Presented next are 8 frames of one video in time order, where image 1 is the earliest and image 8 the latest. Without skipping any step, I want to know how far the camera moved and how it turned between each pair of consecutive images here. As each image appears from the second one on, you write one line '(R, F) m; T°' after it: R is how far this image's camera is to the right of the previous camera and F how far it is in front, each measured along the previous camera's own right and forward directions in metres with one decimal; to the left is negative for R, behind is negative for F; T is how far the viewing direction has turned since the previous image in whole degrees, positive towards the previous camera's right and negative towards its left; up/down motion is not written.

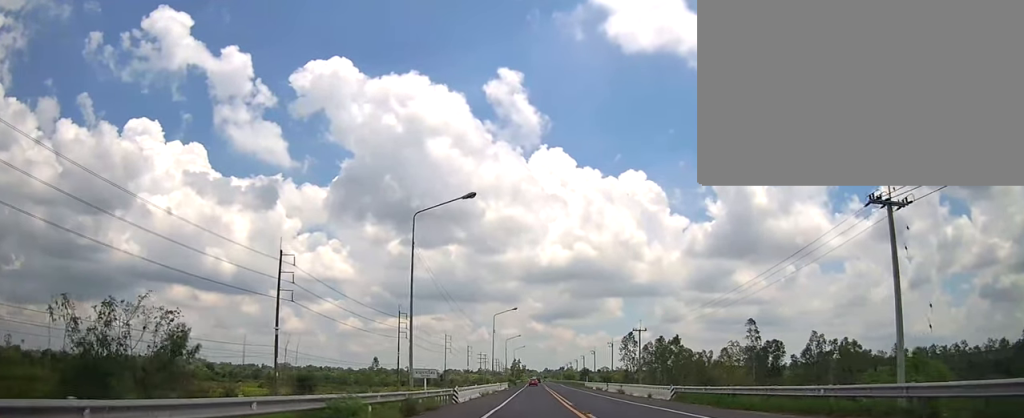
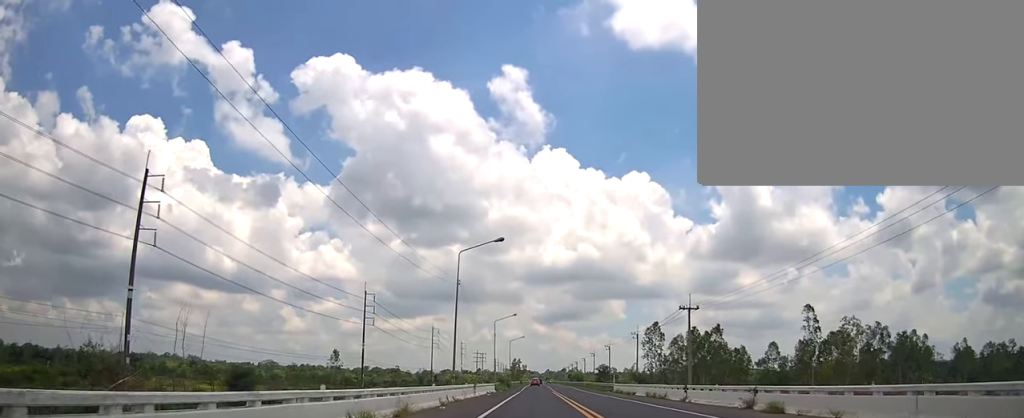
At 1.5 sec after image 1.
(-0.8, +33.1) m; -1°
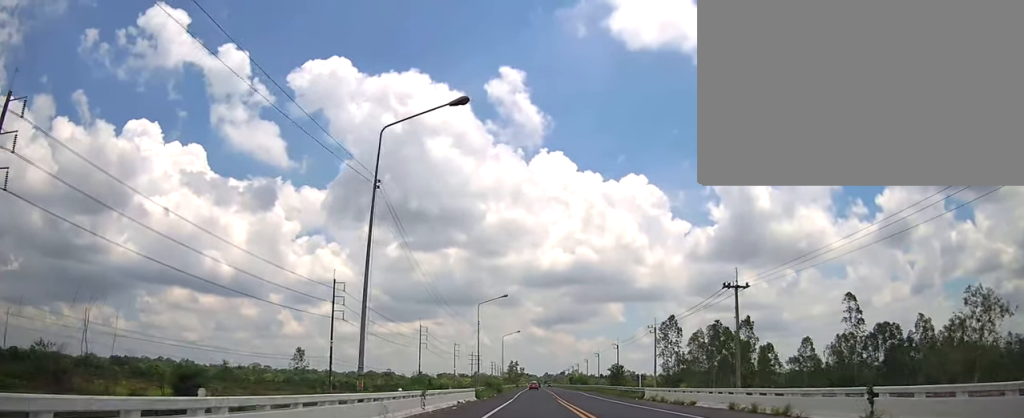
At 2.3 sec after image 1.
(+0.6, +18.2) m; 0°
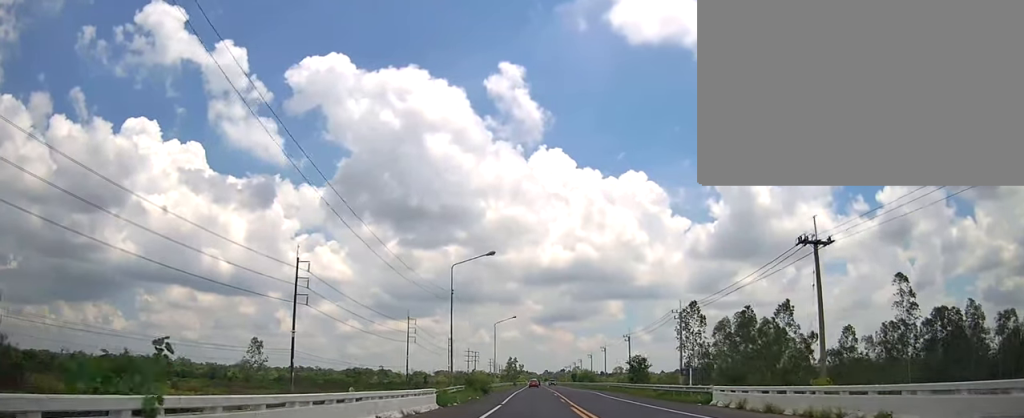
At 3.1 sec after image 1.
(-0.6, +16.8) m; 0°
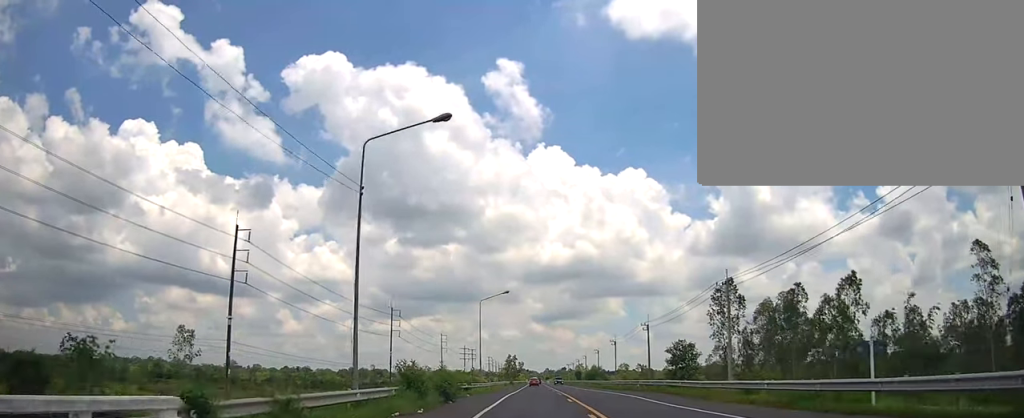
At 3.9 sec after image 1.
(+0.3, +19.7) m; 0°
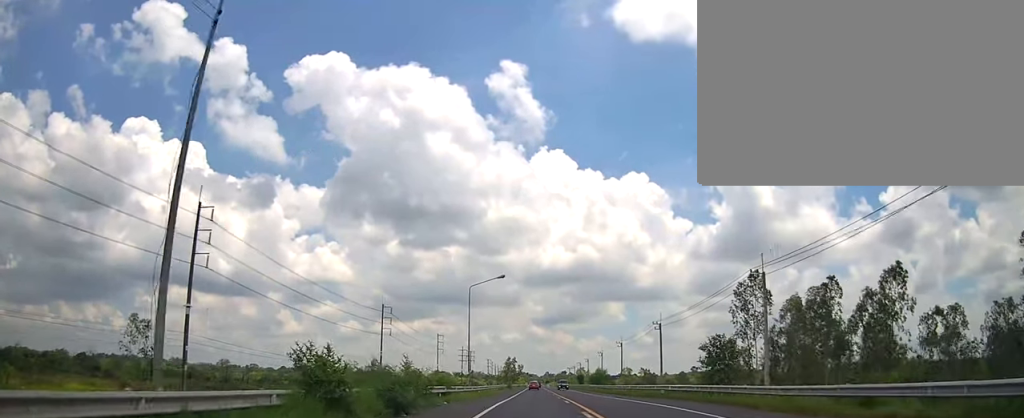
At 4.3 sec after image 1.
(+0.2, +9.3) m; 0°
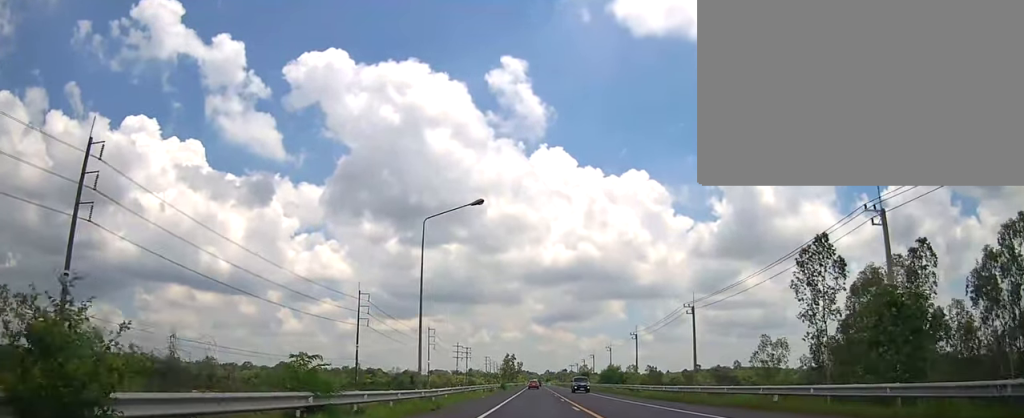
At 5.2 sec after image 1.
(-0.6, +18.6) m; 0°
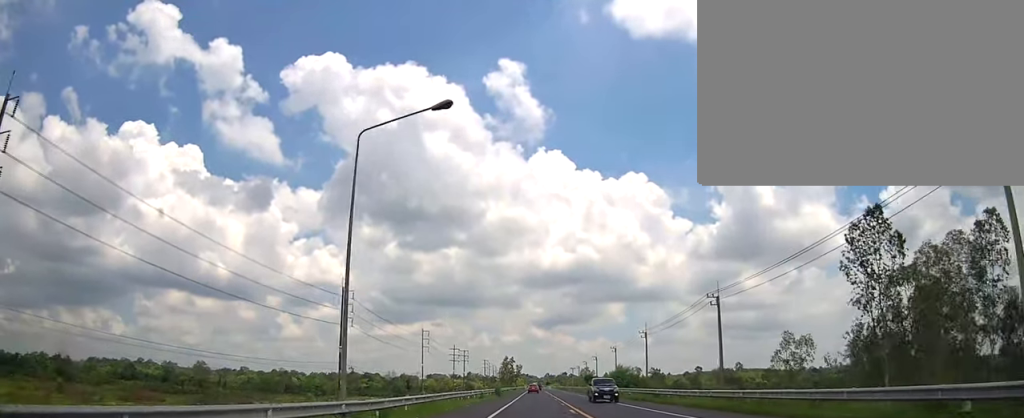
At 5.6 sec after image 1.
(+0.2, +10.0) m; 0°
